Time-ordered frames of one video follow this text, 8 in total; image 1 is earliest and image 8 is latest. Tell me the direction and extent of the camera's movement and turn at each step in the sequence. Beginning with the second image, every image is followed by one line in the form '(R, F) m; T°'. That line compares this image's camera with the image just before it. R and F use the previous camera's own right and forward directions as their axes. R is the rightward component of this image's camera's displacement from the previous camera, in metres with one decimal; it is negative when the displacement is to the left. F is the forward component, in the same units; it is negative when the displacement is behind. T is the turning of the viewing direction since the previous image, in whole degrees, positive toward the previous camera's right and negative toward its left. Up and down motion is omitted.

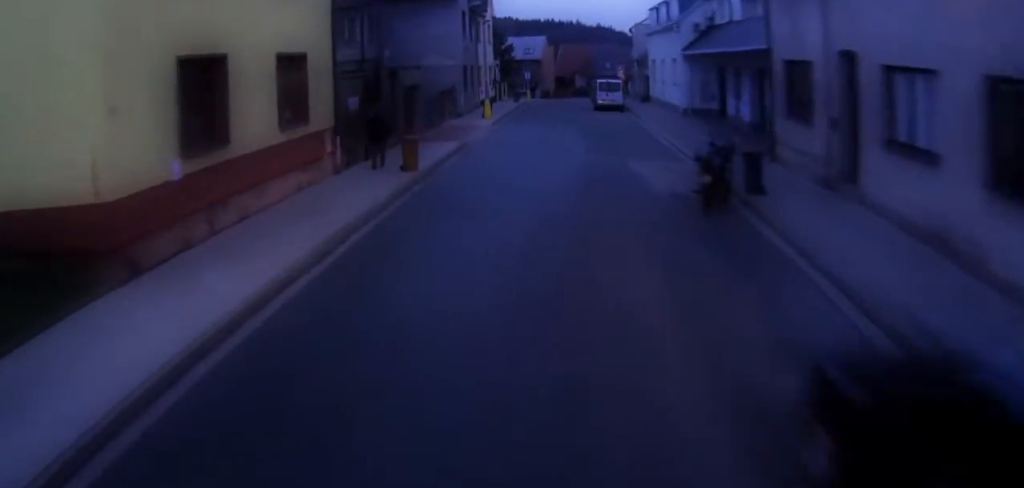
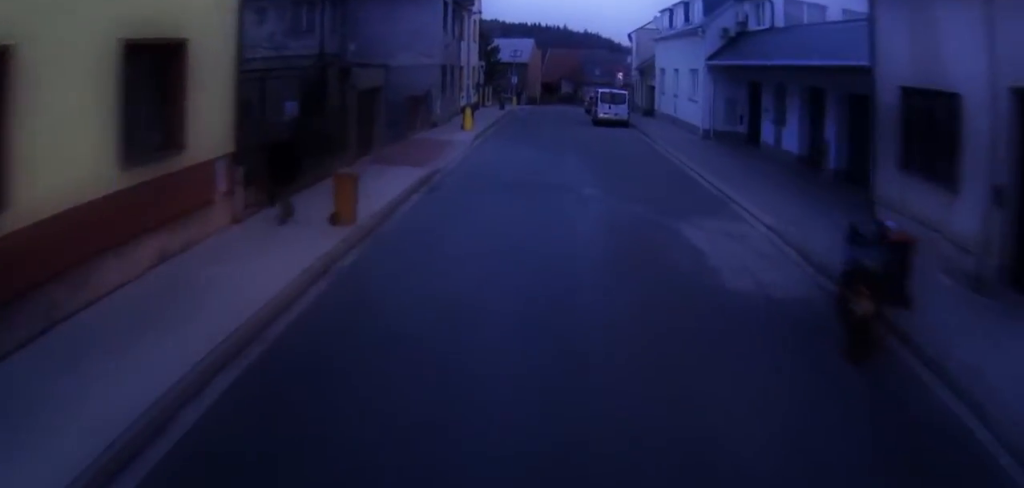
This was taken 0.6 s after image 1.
(-0.6, +6.5) m; -9°
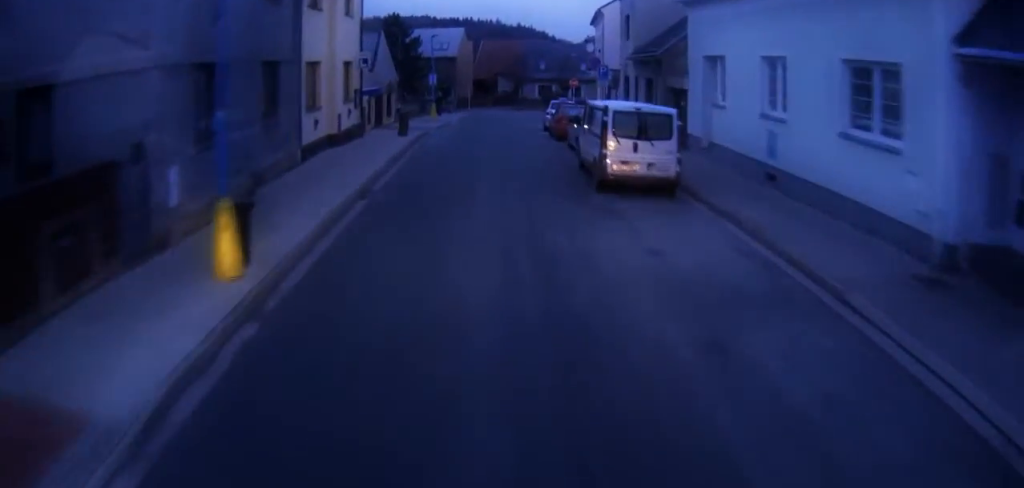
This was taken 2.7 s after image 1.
(-4.8, +21.2) m; -18°
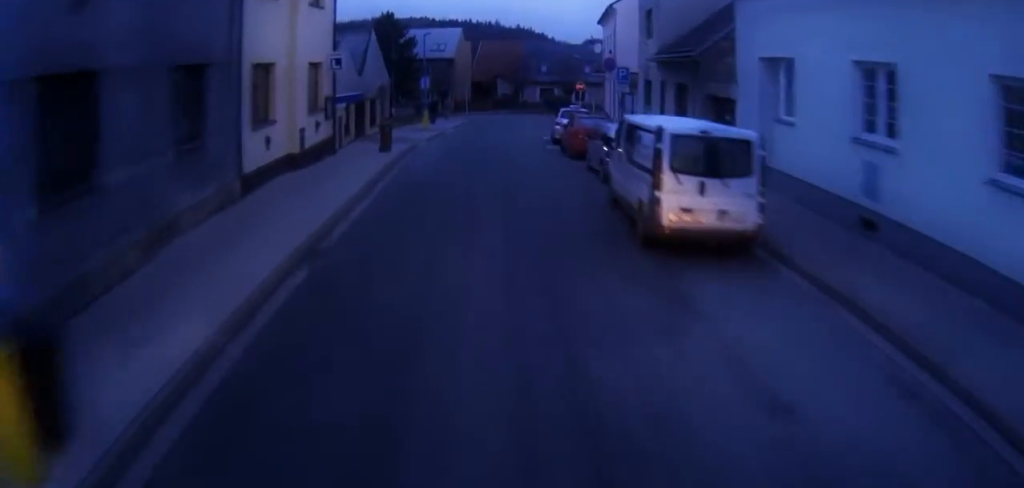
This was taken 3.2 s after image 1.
(+0.2, +4.8) m; -1°
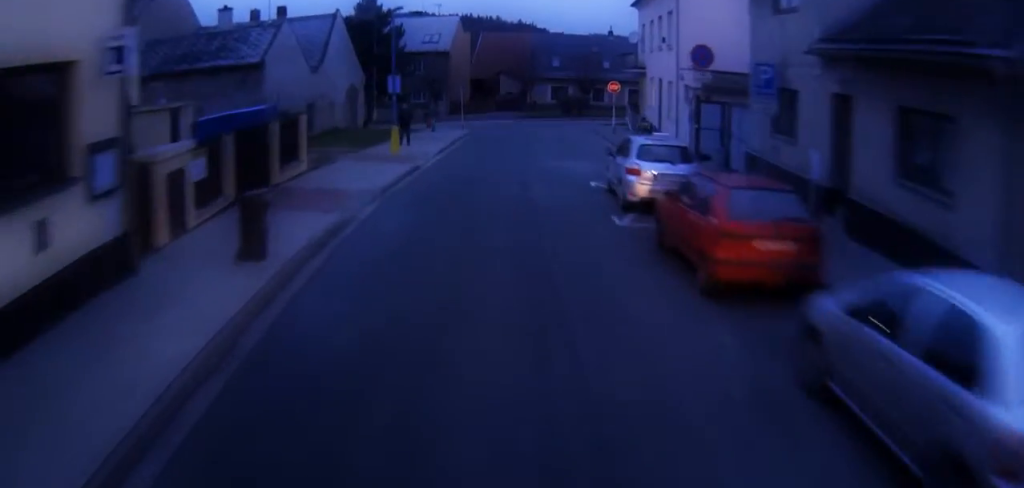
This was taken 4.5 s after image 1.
(+0.3, +12.6) m; +11°
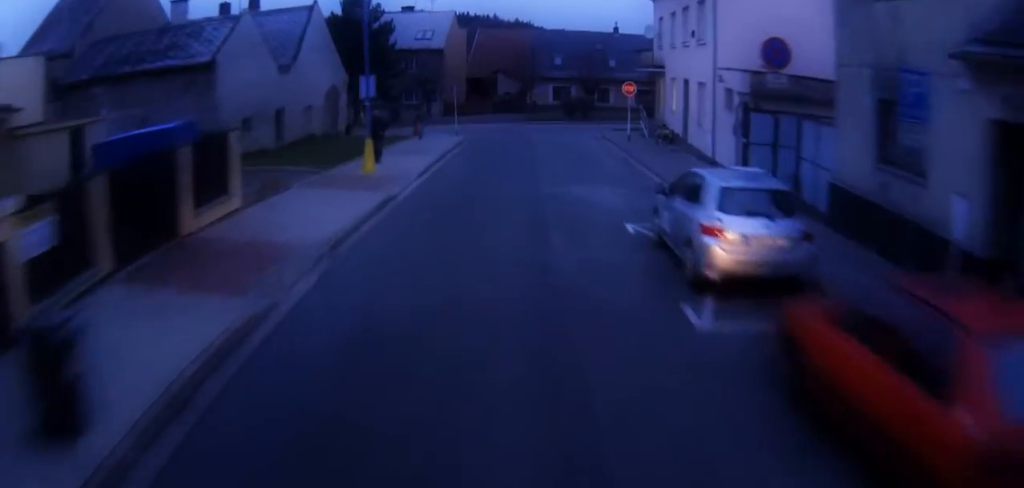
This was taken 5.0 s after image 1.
(+0.6, +4.4) m; +6°
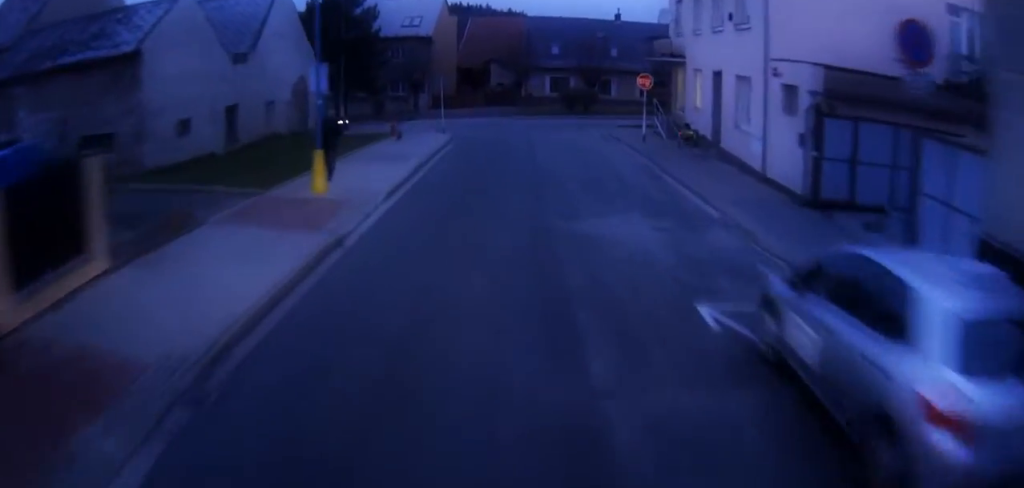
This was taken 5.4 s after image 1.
(+0.2, +4.5) m; +5°
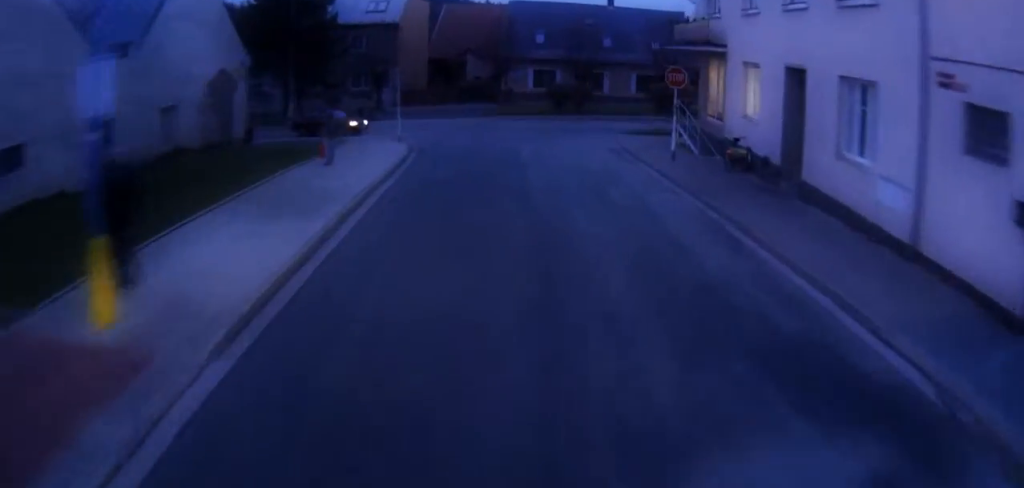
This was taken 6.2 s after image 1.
(0.0, +7.5) m; +6°
